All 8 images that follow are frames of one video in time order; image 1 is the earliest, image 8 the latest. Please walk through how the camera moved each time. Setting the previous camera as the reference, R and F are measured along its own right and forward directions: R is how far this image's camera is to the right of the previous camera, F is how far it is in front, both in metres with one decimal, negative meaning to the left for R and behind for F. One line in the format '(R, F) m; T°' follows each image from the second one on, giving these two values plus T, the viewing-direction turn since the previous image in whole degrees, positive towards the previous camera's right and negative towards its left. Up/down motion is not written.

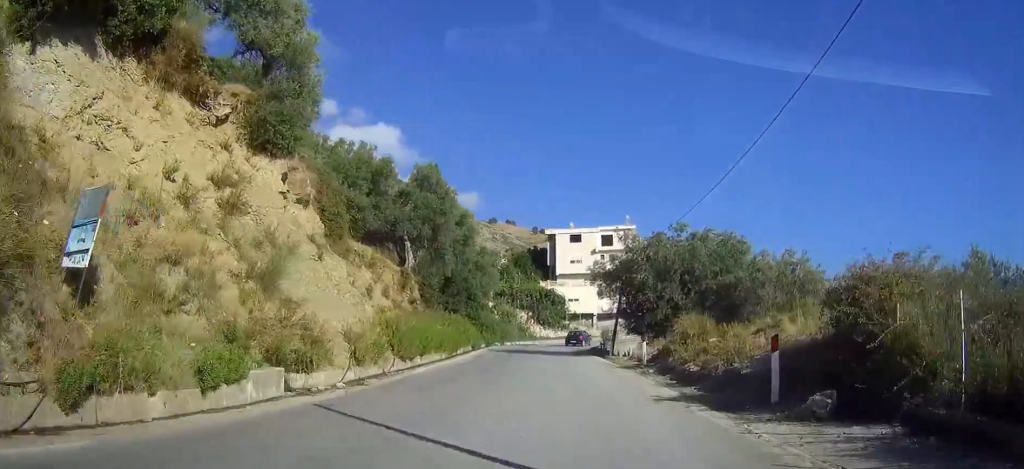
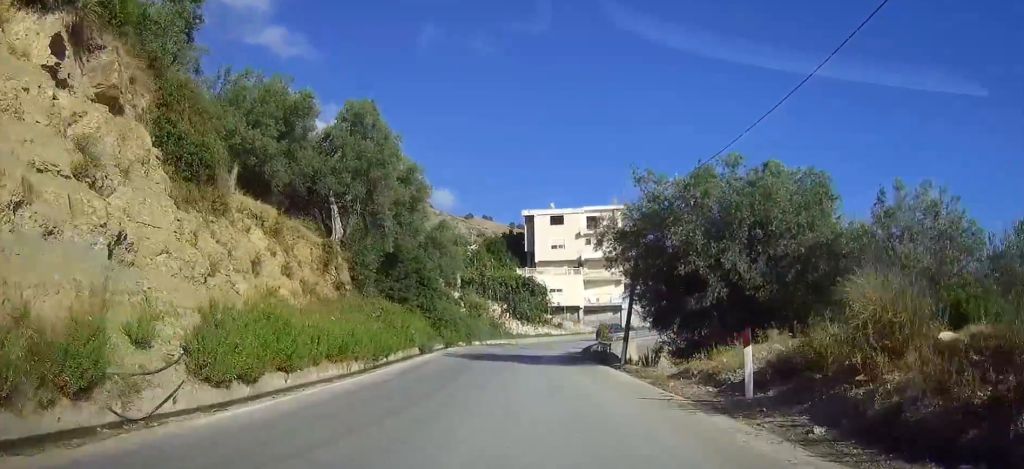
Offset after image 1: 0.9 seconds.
(-1.2, +14.5) m; 0°
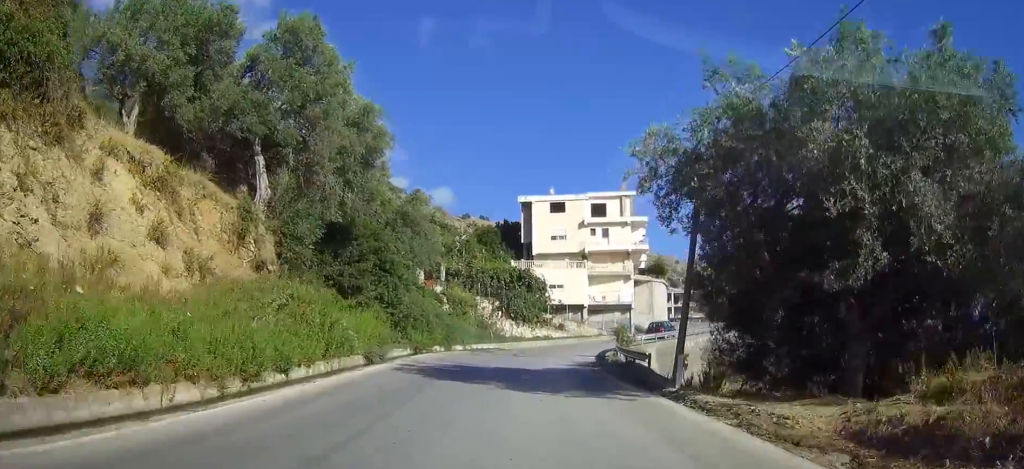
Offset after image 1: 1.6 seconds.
(+0.9, +11.0) m; +6°
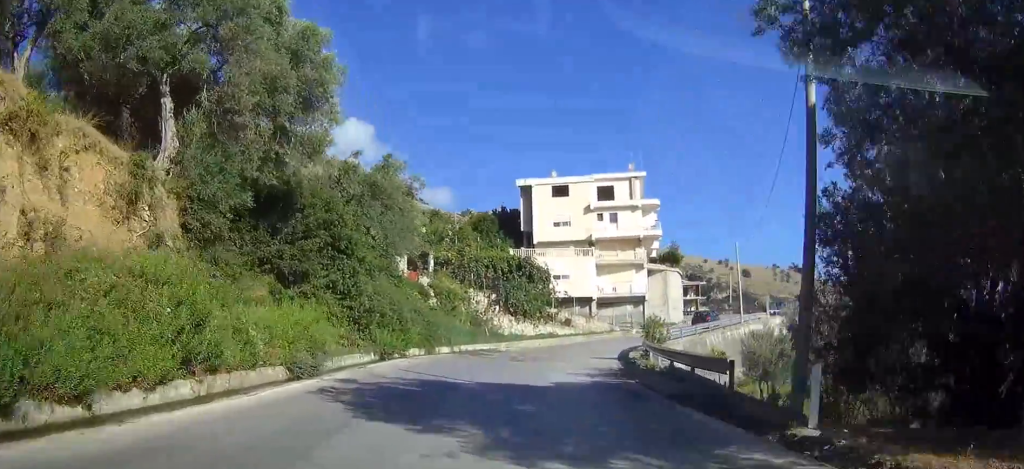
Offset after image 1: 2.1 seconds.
(+0.2, +7.9) m; +1°
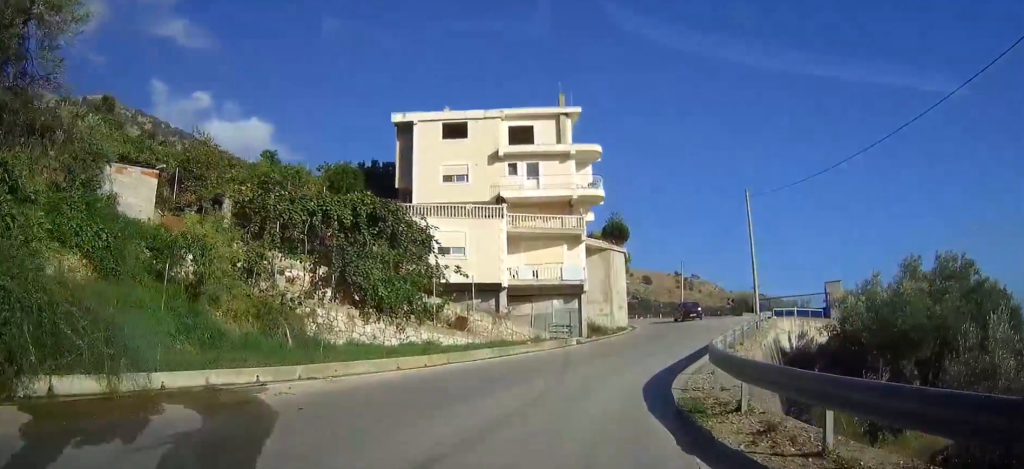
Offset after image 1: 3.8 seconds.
(+1.6, +23.8) m; +11°
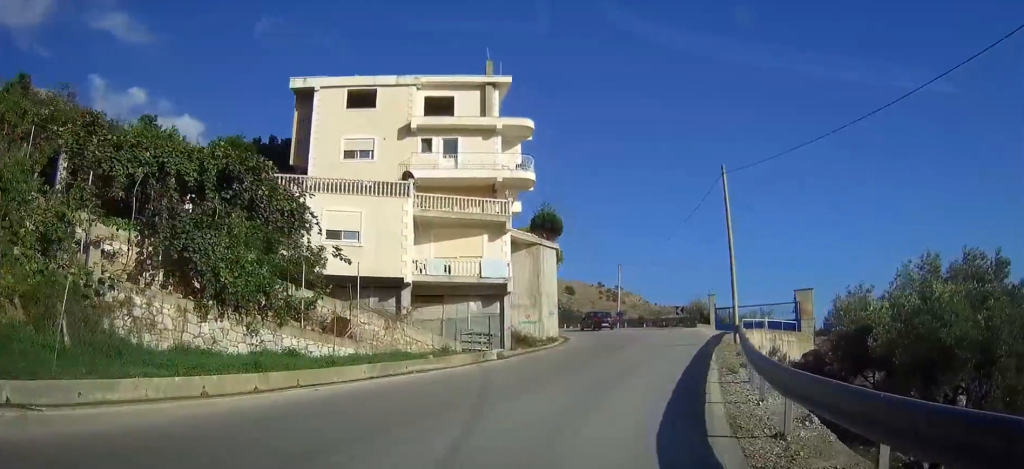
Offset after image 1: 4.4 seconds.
(+0.8, +8.2) m; +4°
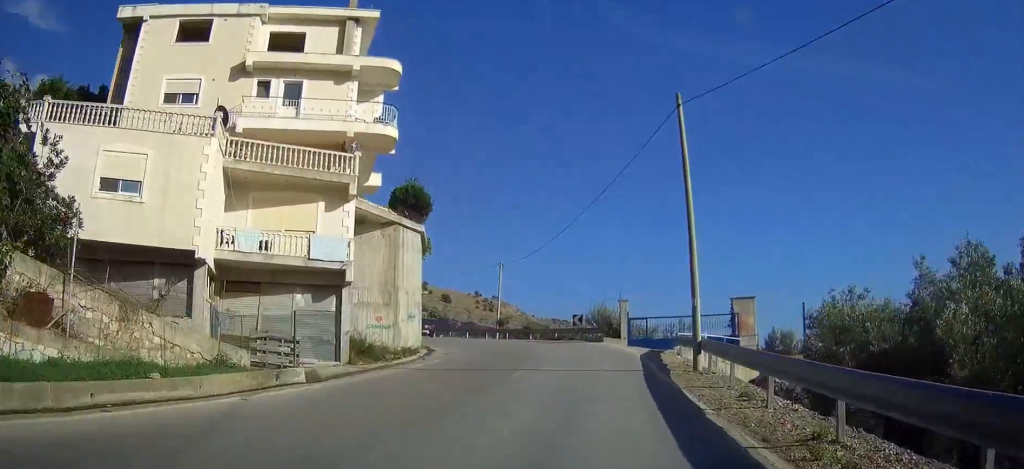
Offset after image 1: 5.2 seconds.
(+0.2, +10.3) m; +6°
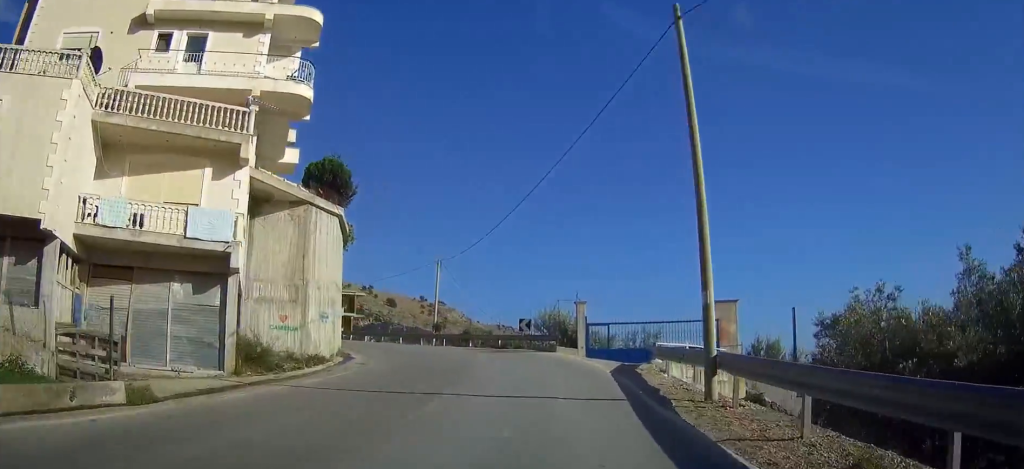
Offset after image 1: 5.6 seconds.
(-0.2, +5.7) m; +2°
